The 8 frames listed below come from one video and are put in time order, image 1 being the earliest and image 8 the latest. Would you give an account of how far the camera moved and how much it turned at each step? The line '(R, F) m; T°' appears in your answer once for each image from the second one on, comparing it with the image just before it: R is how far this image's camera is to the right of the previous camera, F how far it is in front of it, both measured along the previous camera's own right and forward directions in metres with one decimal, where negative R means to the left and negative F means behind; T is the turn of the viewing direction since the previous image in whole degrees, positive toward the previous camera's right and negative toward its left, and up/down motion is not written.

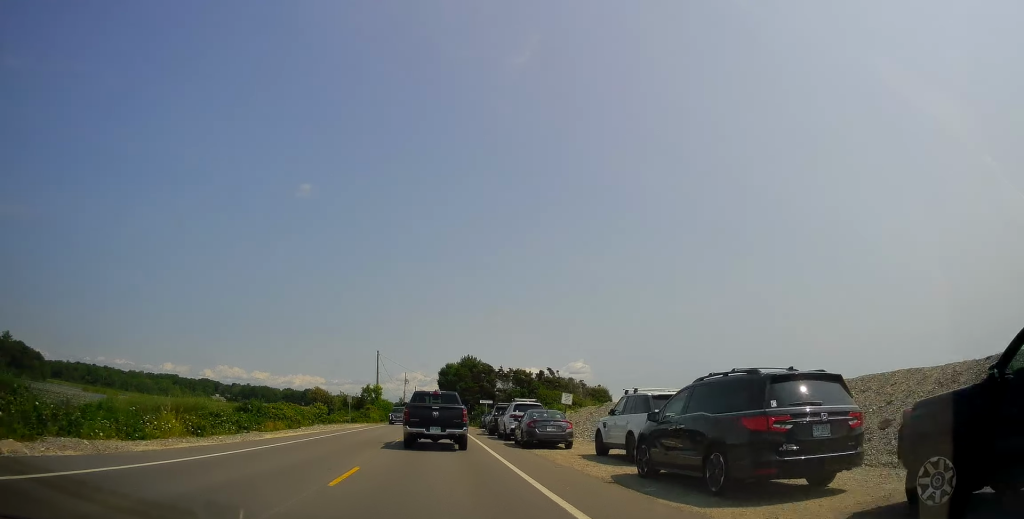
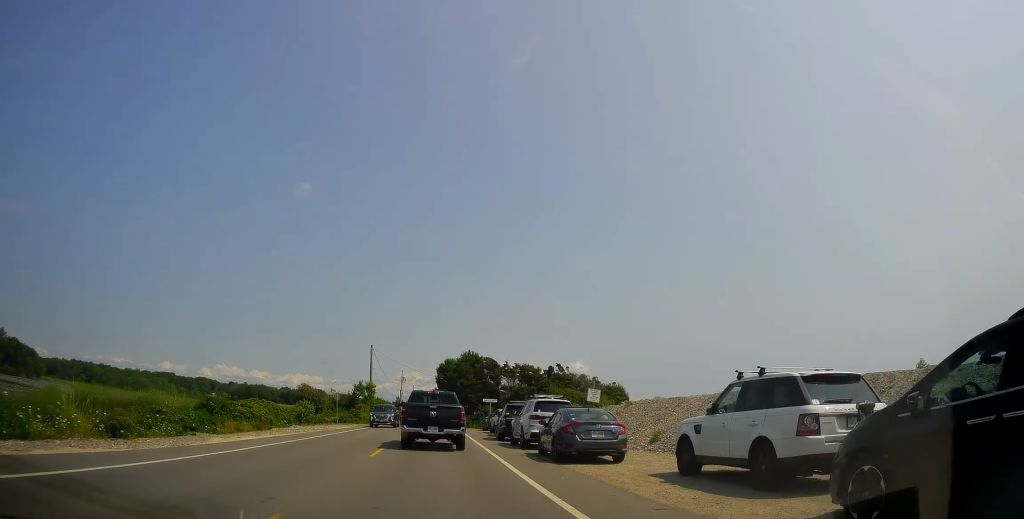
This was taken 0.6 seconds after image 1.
(0.0, +6.1) m; -1°
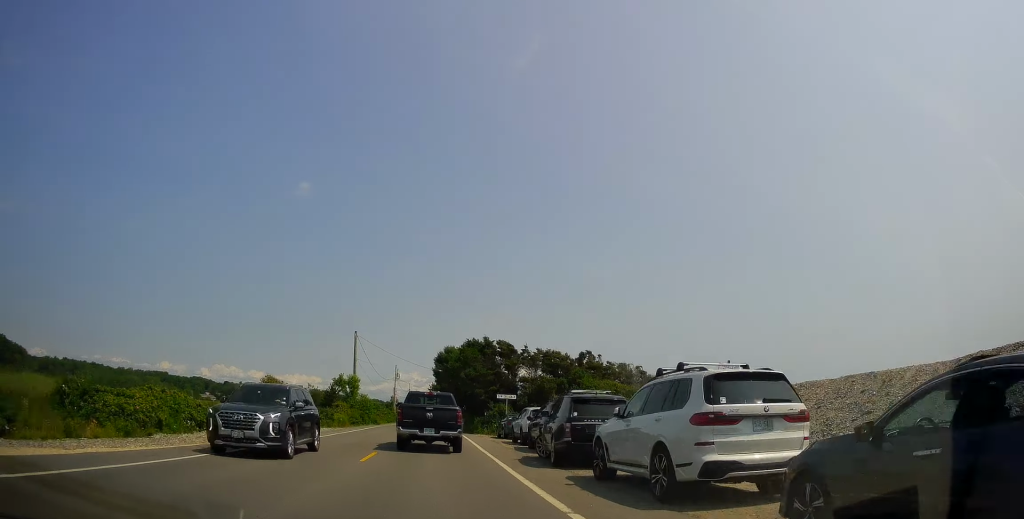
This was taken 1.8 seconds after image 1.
(-0.4, +13.4) m; -2°
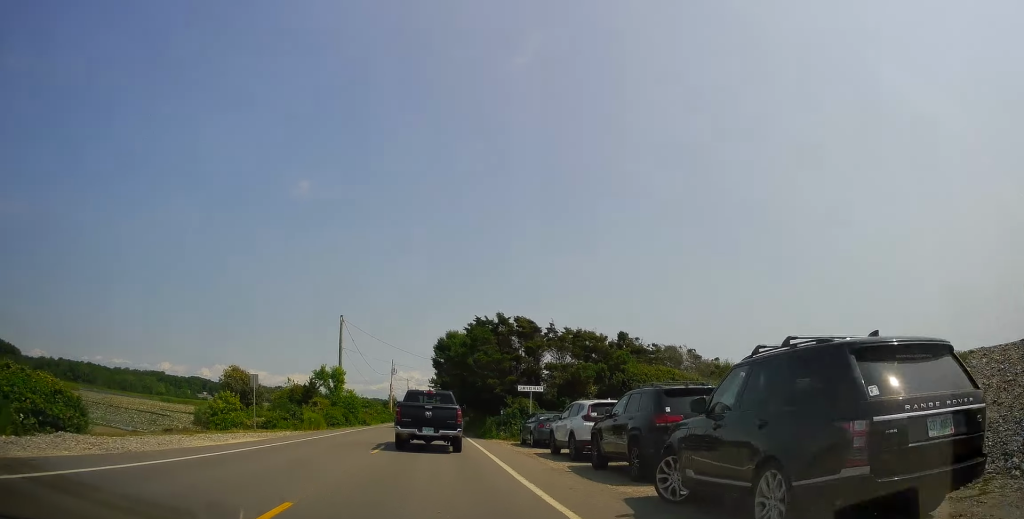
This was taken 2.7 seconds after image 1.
(0.0, +9.6) m; +1°
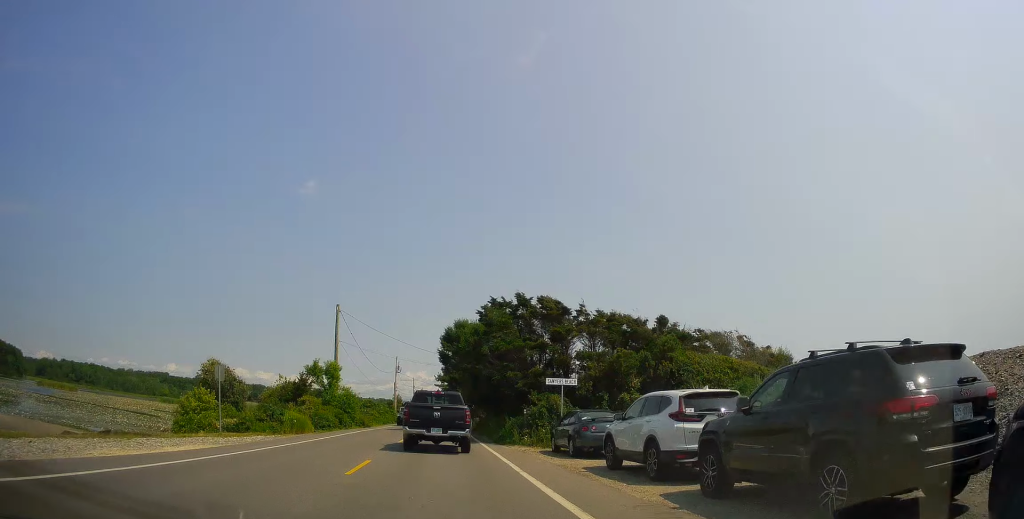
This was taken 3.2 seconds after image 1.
(0.0, +5.6) m; +1°
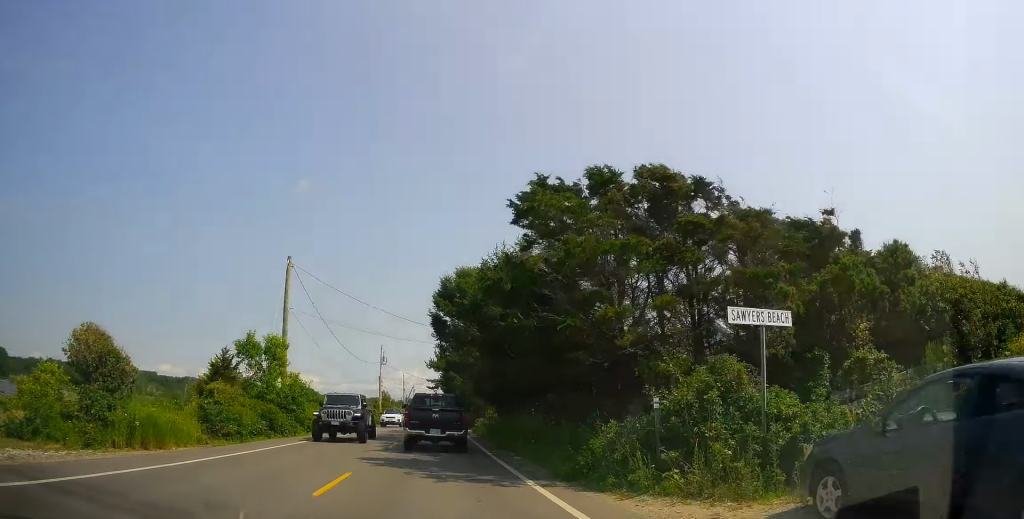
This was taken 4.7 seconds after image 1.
(+0.1, +14.7) m; 0°
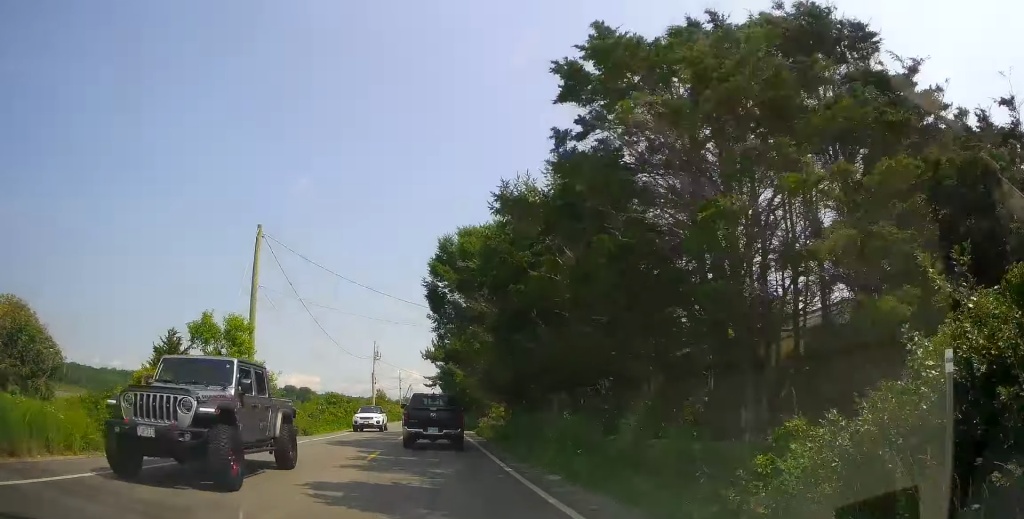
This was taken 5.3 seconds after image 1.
(0.0, +6.0) m; 0°
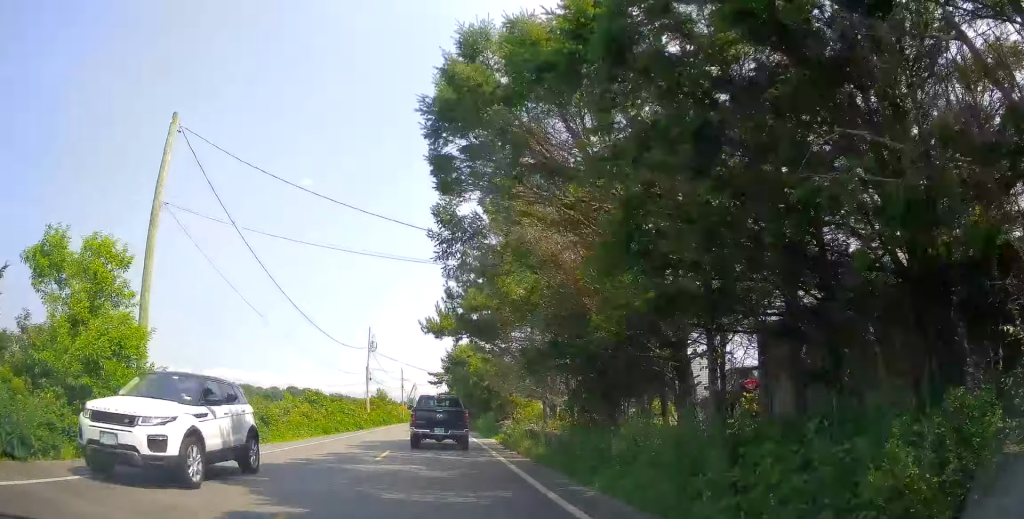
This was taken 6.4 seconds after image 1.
(+0.1, +11.5) m; +1°
